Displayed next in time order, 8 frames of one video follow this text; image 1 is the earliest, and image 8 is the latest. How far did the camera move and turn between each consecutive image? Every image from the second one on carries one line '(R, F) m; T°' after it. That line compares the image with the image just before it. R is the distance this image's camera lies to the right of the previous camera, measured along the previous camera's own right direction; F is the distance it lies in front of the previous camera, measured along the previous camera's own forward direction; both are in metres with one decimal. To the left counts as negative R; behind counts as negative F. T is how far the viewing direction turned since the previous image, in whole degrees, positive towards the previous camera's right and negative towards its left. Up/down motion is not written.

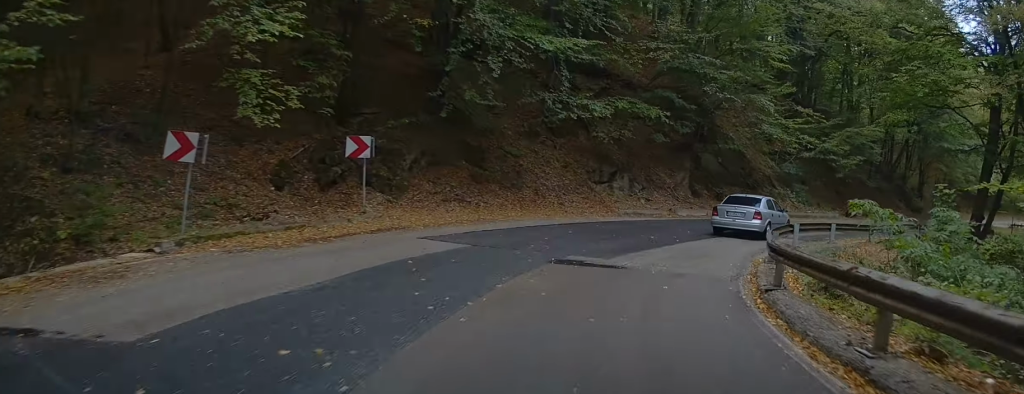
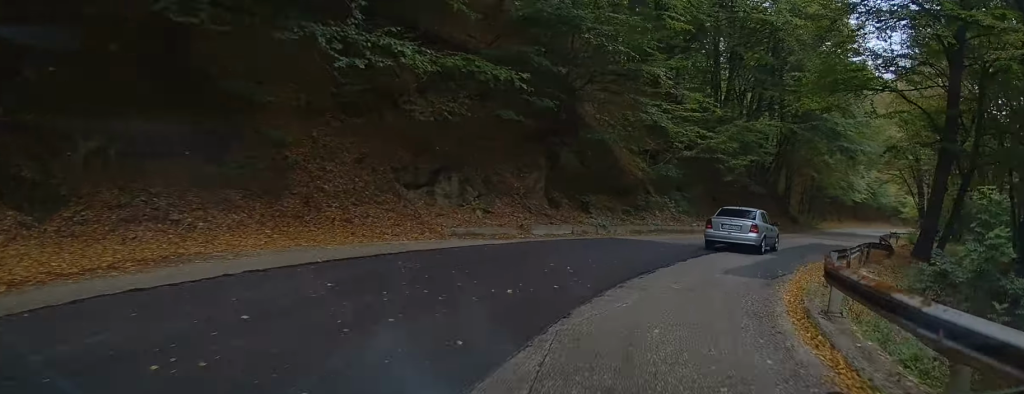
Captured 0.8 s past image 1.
(+0.5, +9.8) m; +6°
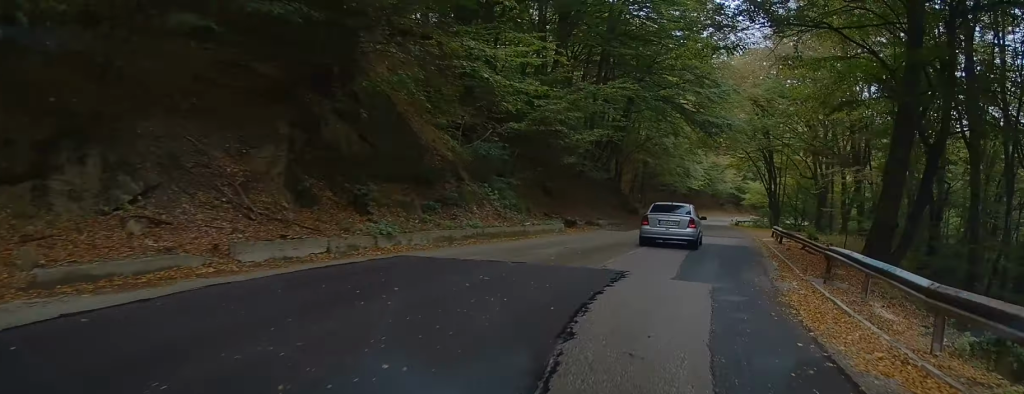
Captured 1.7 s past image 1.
(+0.5, +9.4) m; +6°
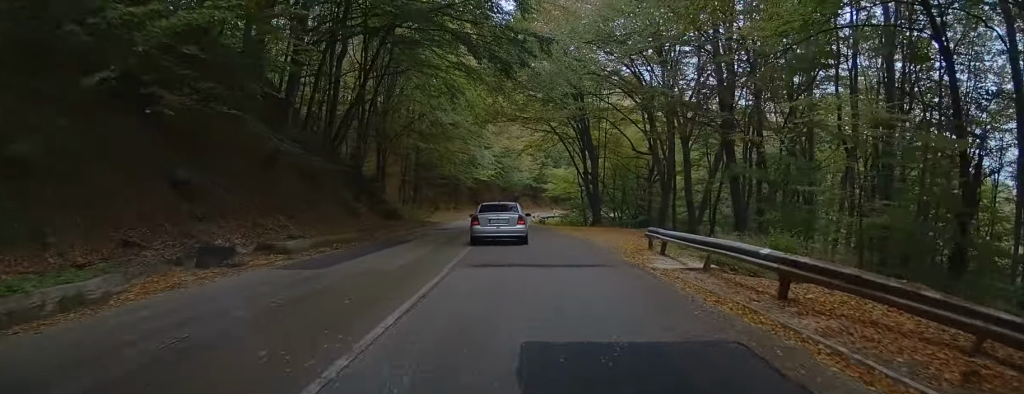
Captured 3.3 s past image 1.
(+2.1, +16.3) m; +16°
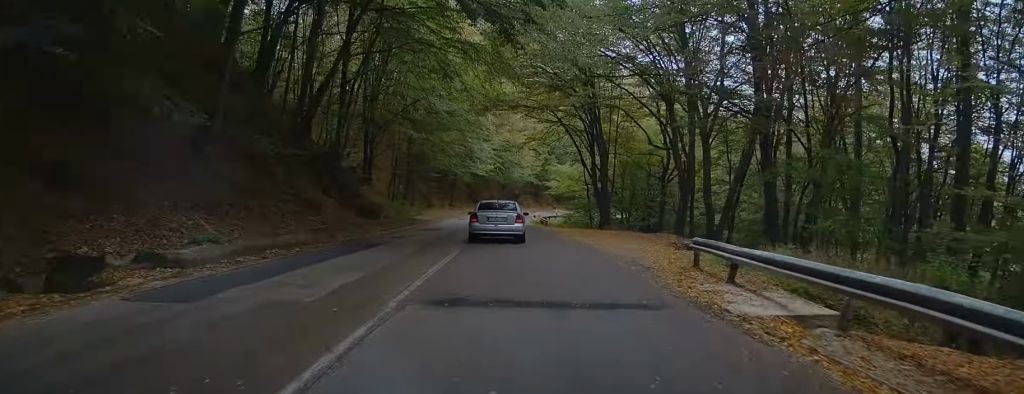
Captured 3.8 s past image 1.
(+0.3, +4.7) m; +3°
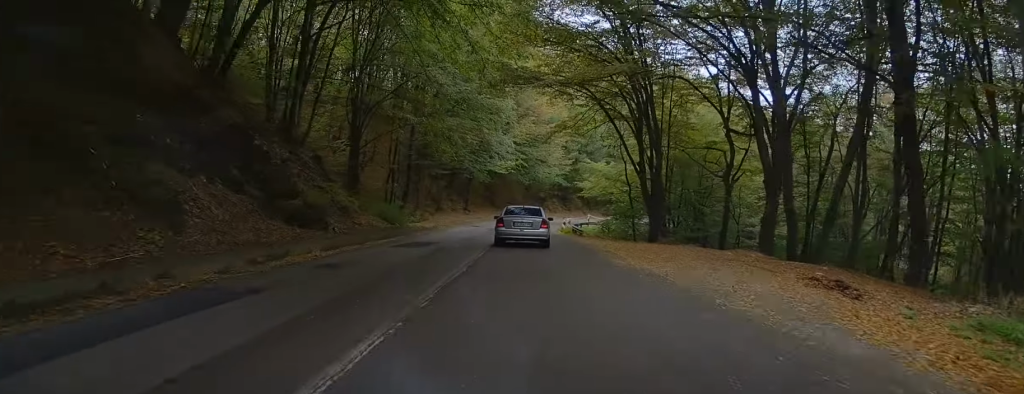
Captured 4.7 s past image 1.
(+0.6, +9.8) m; +5°
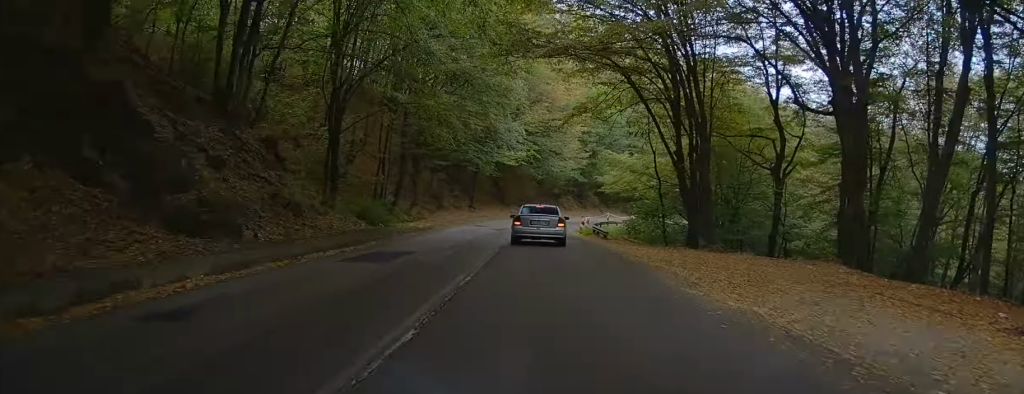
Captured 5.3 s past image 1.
(+0.1, +6.4) m; +2°
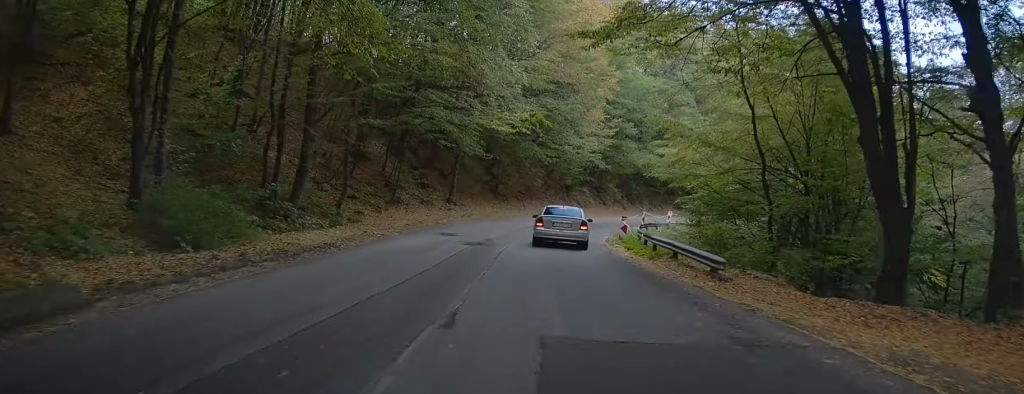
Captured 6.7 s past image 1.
(+0.7, +17.3) m; +5°
